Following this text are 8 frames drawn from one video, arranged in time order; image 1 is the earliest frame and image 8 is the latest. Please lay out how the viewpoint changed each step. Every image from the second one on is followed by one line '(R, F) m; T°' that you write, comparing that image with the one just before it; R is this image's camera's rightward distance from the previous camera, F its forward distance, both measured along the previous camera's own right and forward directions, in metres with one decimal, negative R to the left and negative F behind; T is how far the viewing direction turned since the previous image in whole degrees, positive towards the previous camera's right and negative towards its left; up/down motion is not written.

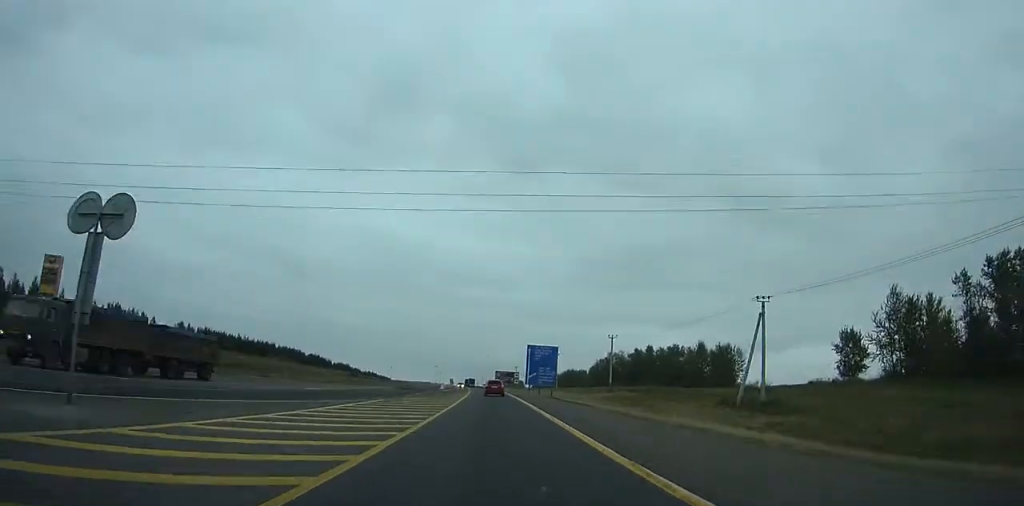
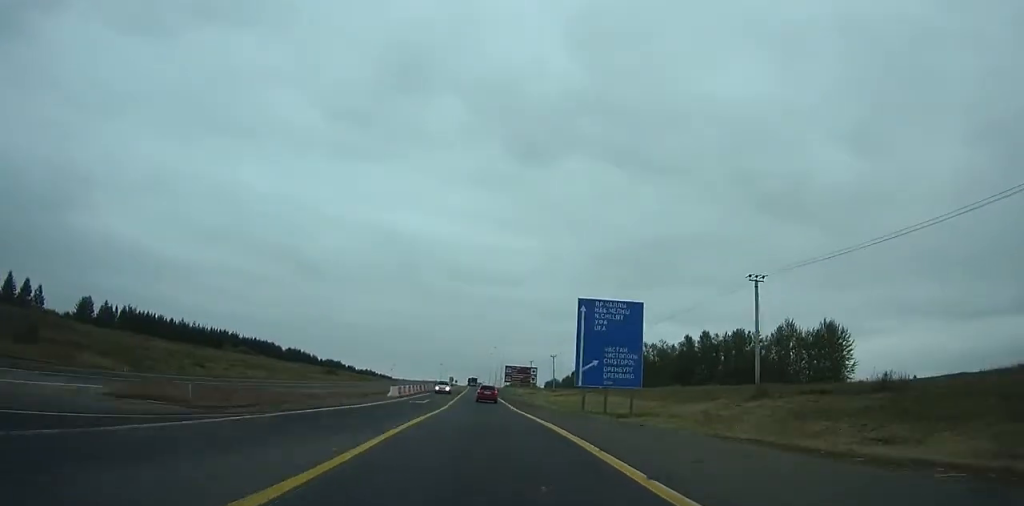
(-0.6, +49.8) m; -1°
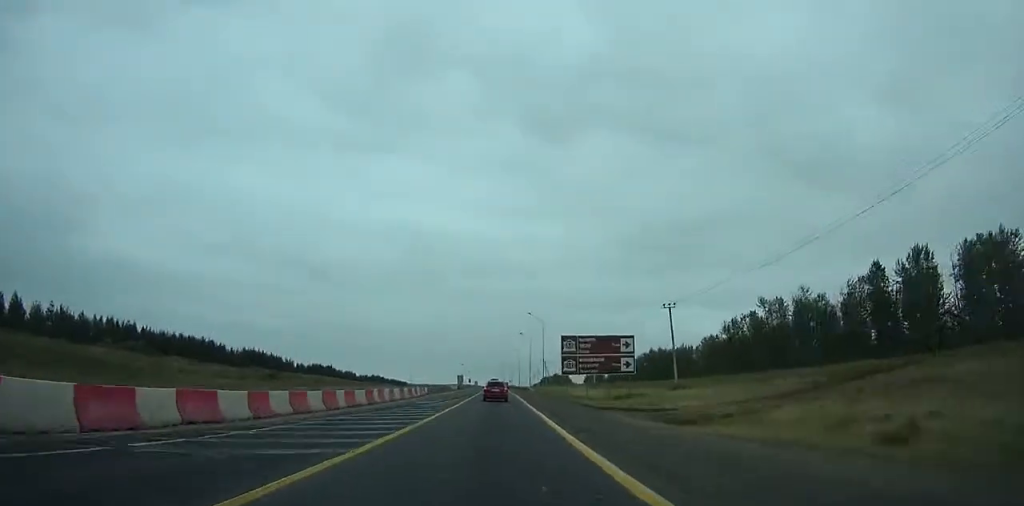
(-1.2, +79.0) m; -2°
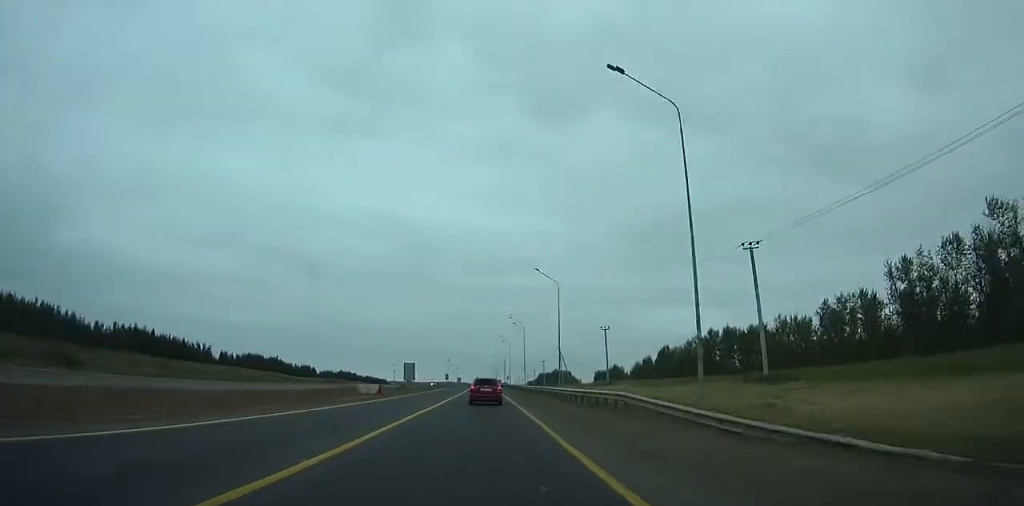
(-0.7, +71.0) m; +1°
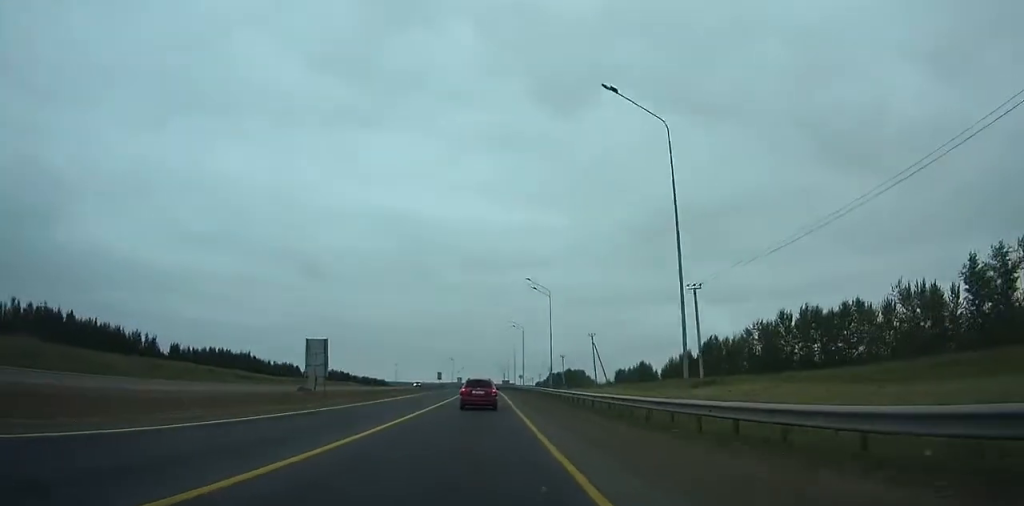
(+0.7, +38.5) m; -1°
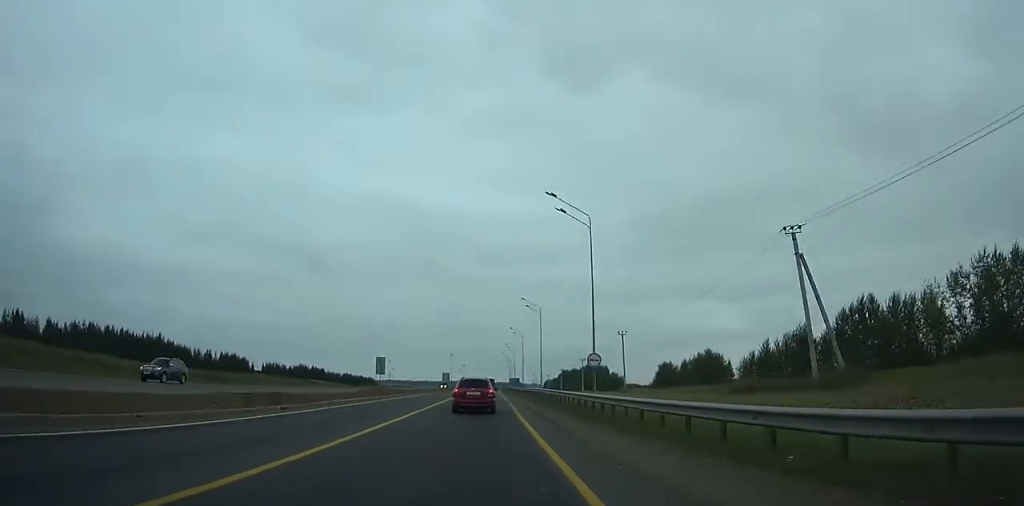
(-2.0, +67.6) m; -2°
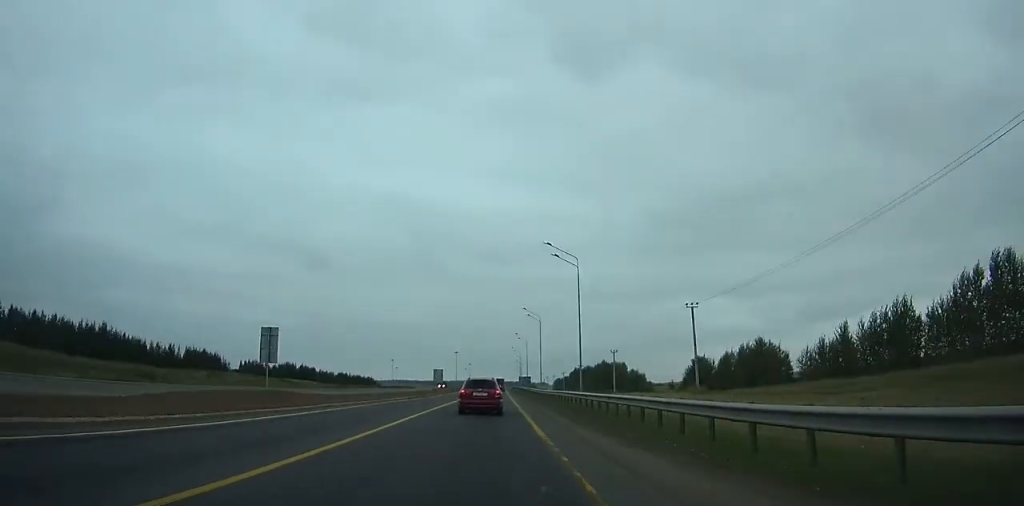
(+0.6, +29.4) m; 0°
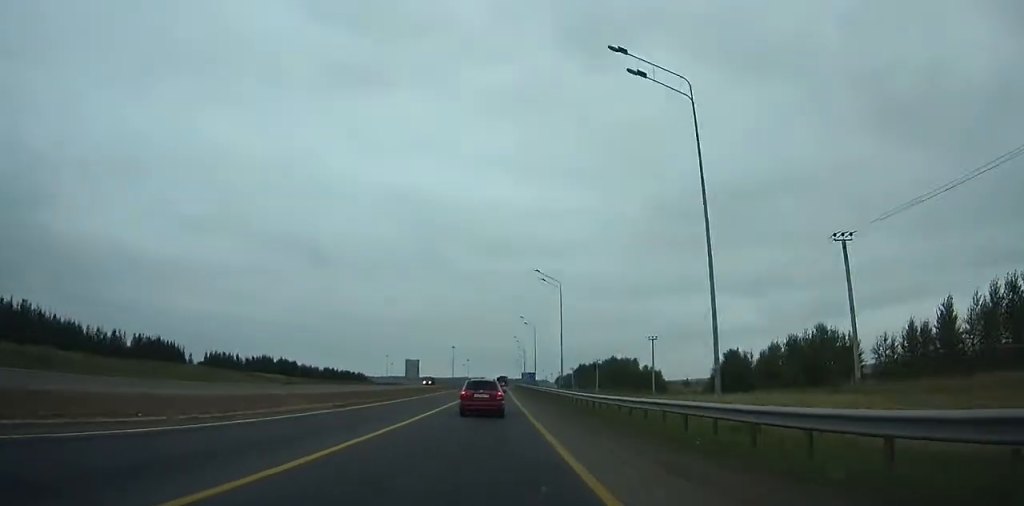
(+0.2, +27.7) m; 0°
